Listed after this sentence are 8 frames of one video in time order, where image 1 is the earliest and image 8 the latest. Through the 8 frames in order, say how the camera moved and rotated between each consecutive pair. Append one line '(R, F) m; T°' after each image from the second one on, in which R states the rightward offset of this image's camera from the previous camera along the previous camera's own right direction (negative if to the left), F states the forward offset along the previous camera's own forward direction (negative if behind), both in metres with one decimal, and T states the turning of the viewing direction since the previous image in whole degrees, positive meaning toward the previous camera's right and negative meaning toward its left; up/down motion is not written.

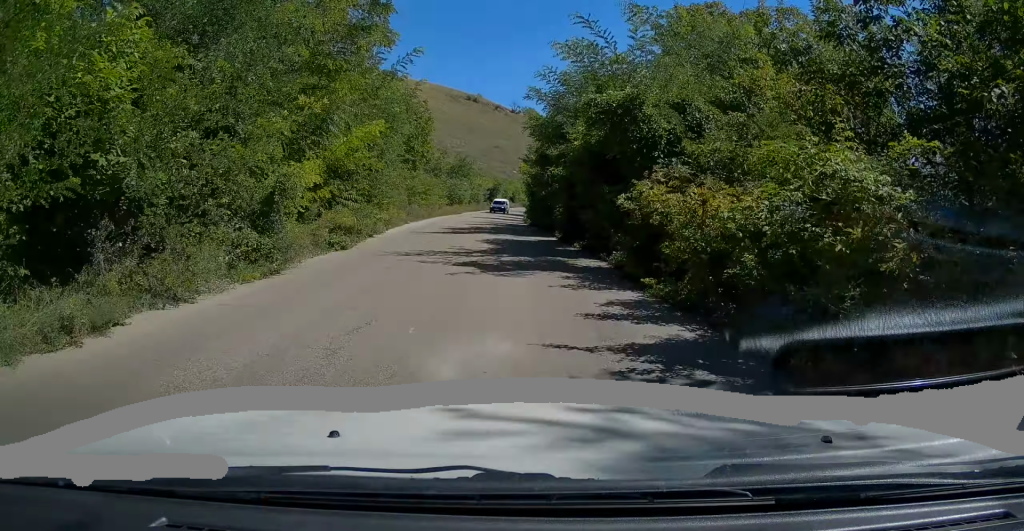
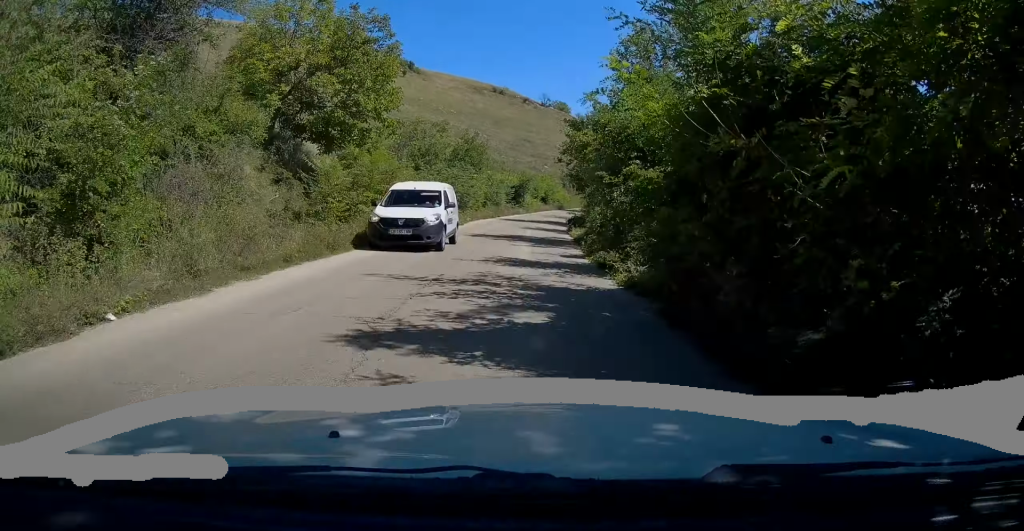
(-0.8, +22.3) m; -3°
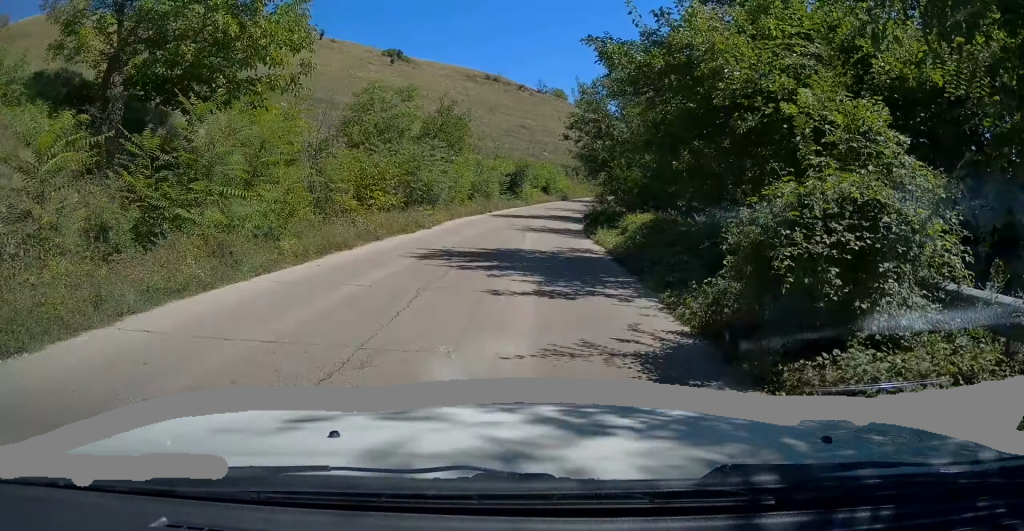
(-0.1, +10.9) m; 0°
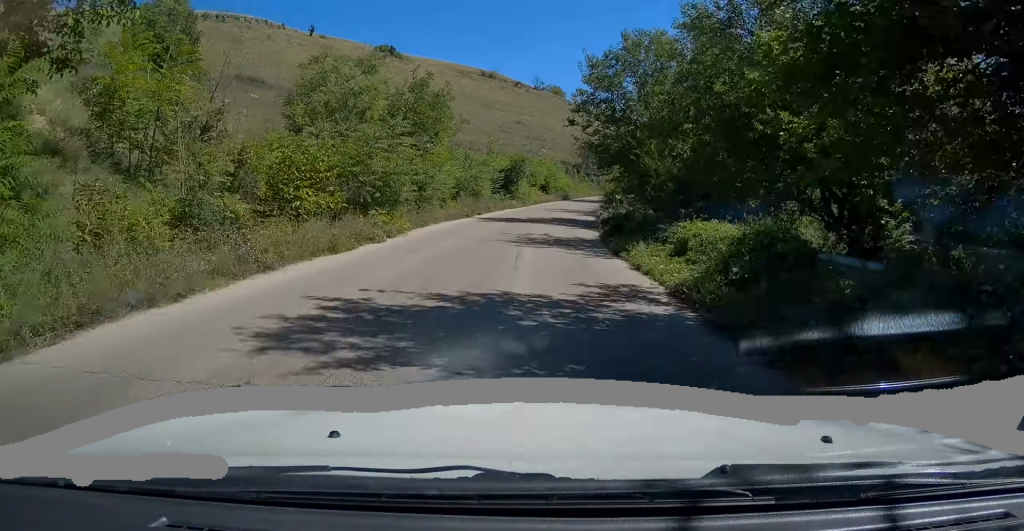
(-0.1, +7.0) m; +1°
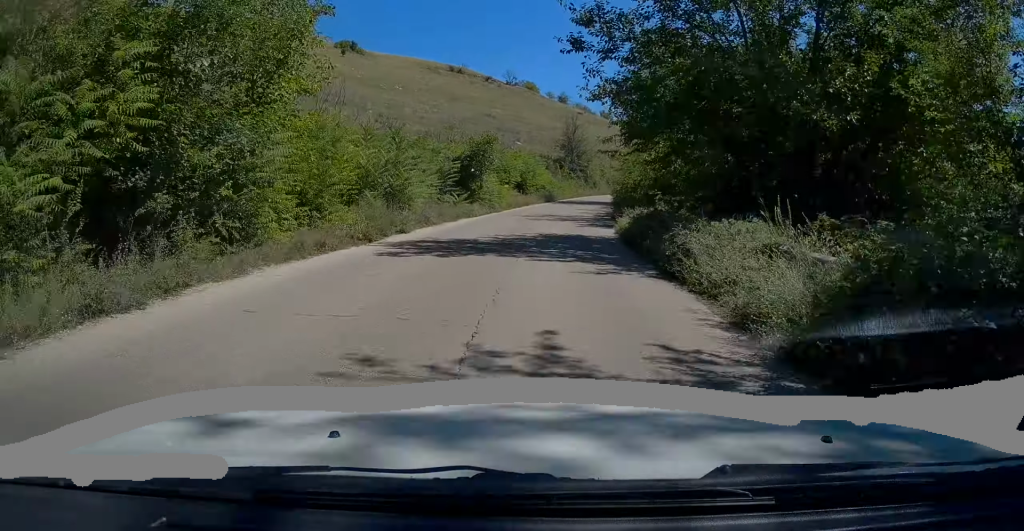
(+0.2, +15.9) m; +3°
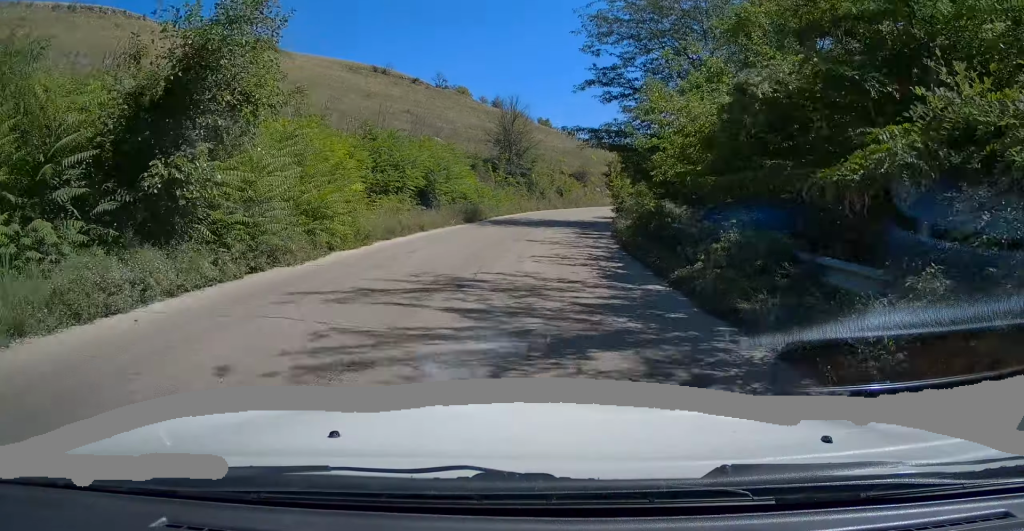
(+1.2, +22.3) m; +5°
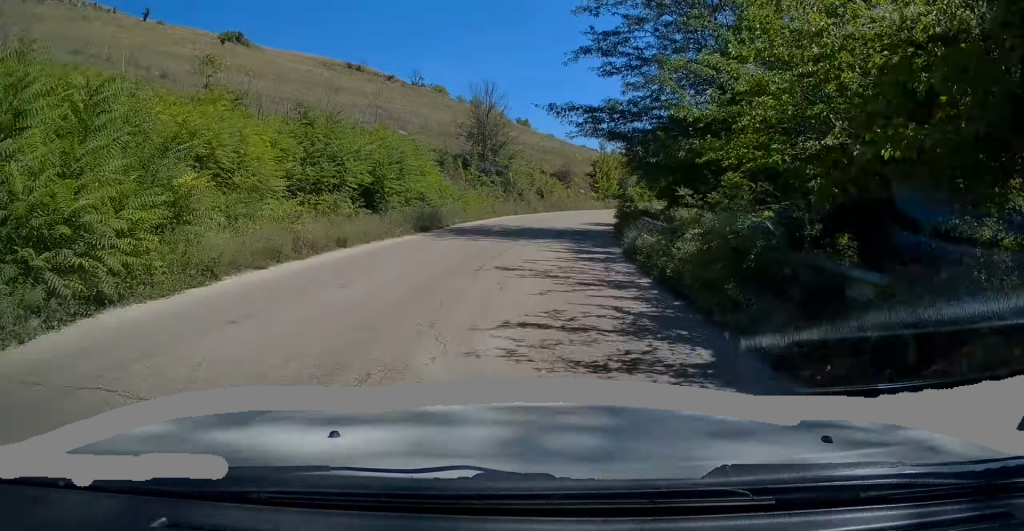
(+0.1, +6.8) m; +2°
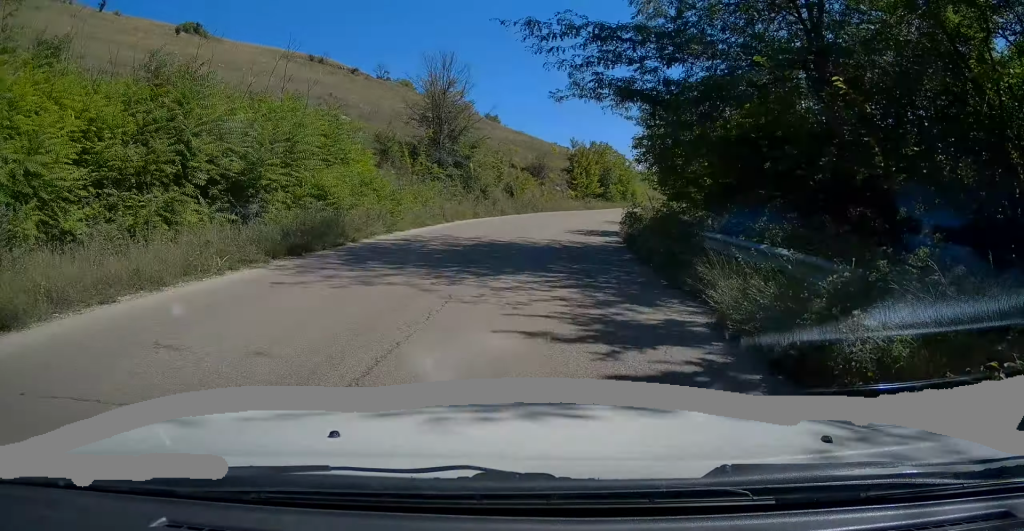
(-0.2, +9.2) m; +3°
